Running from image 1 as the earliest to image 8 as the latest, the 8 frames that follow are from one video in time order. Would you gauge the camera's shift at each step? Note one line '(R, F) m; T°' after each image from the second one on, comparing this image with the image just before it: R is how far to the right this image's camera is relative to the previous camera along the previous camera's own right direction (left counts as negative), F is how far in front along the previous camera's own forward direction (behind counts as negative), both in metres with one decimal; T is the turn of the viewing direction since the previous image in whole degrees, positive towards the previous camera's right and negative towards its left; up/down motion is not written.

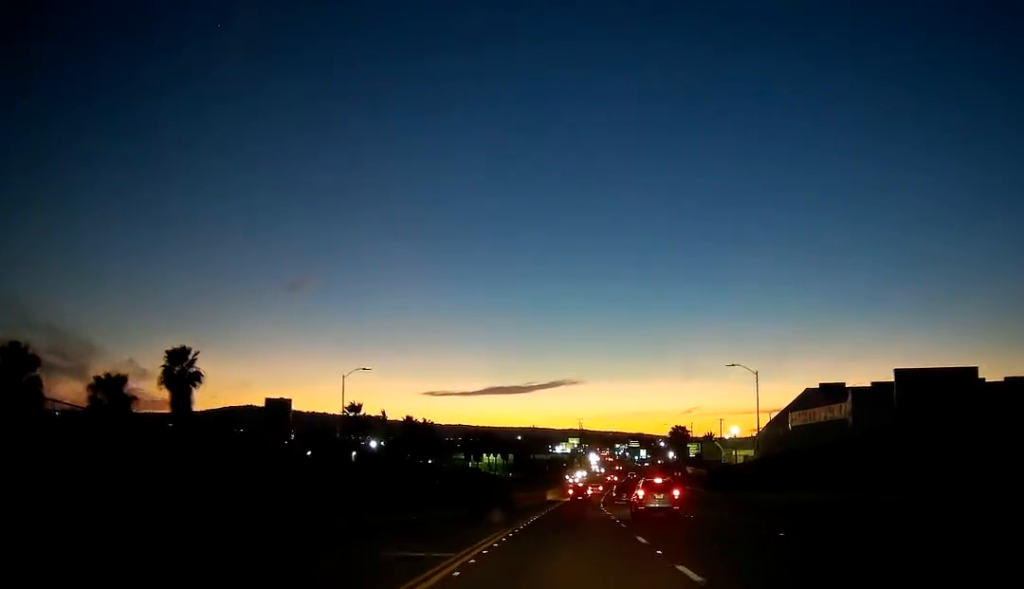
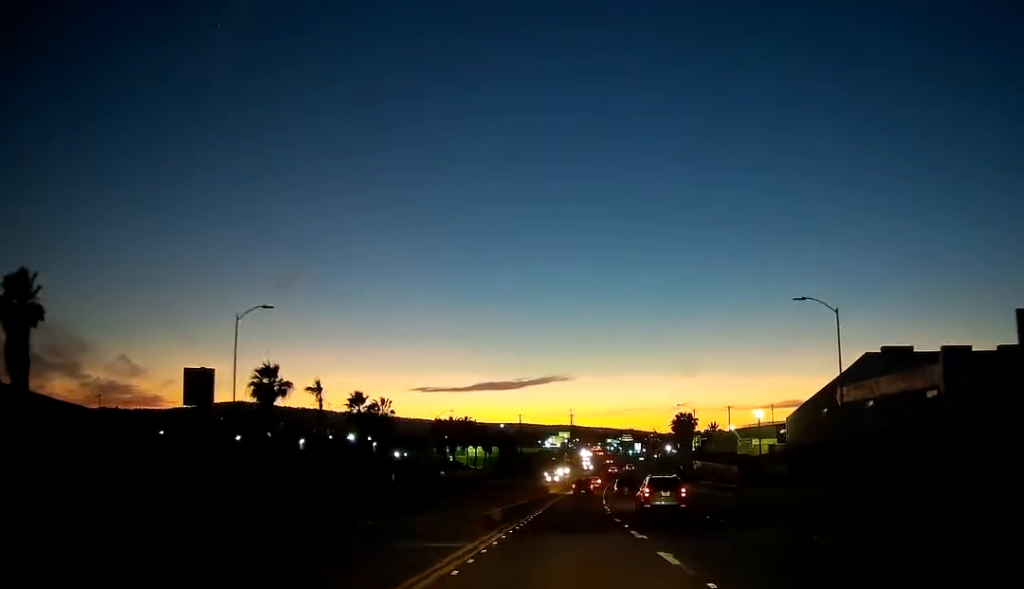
(+0.1, +20.0) m; +1°
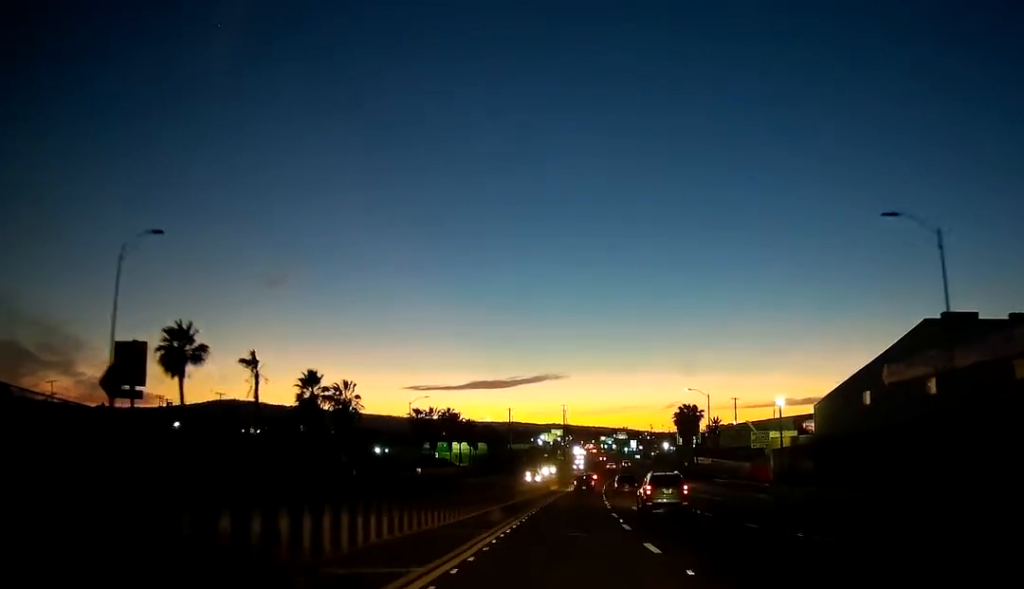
(0.0, +12.4) m; 0°
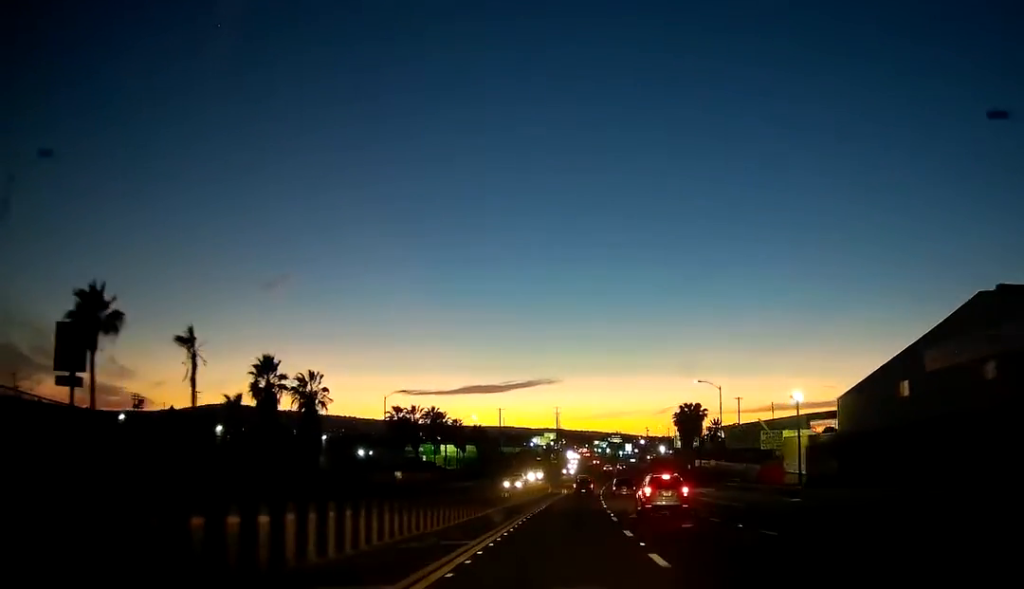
(0.0, +9.2) m; +1°
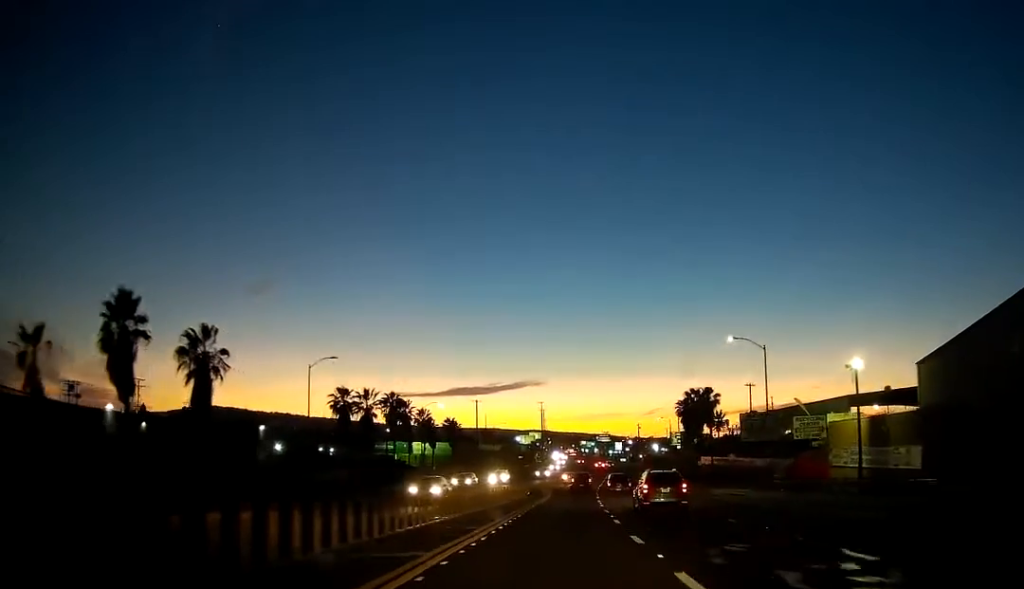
(+0.2, +19.1) m; +2°
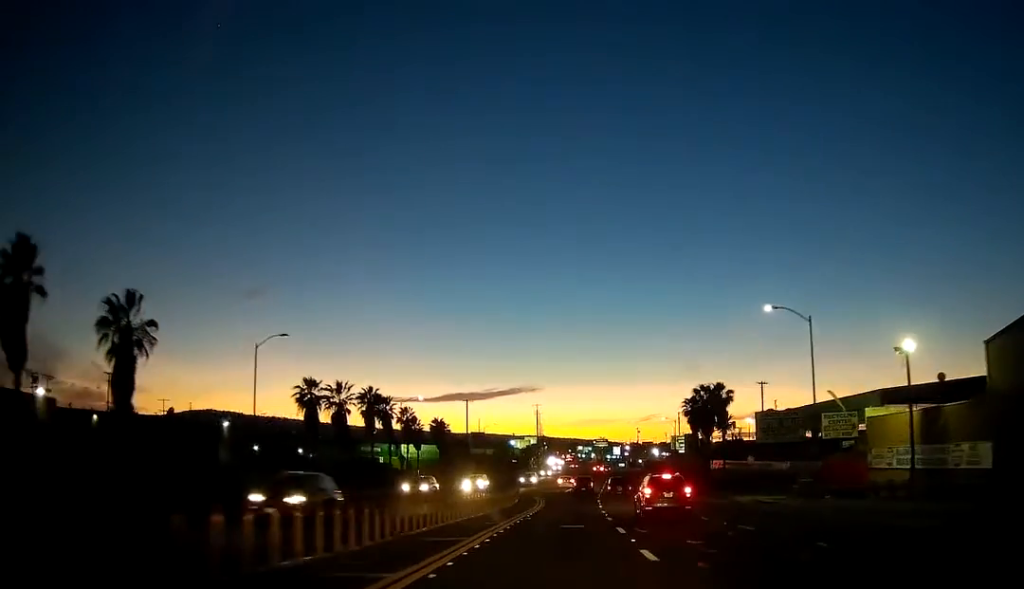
(+0.2, +9.2) m; +1°
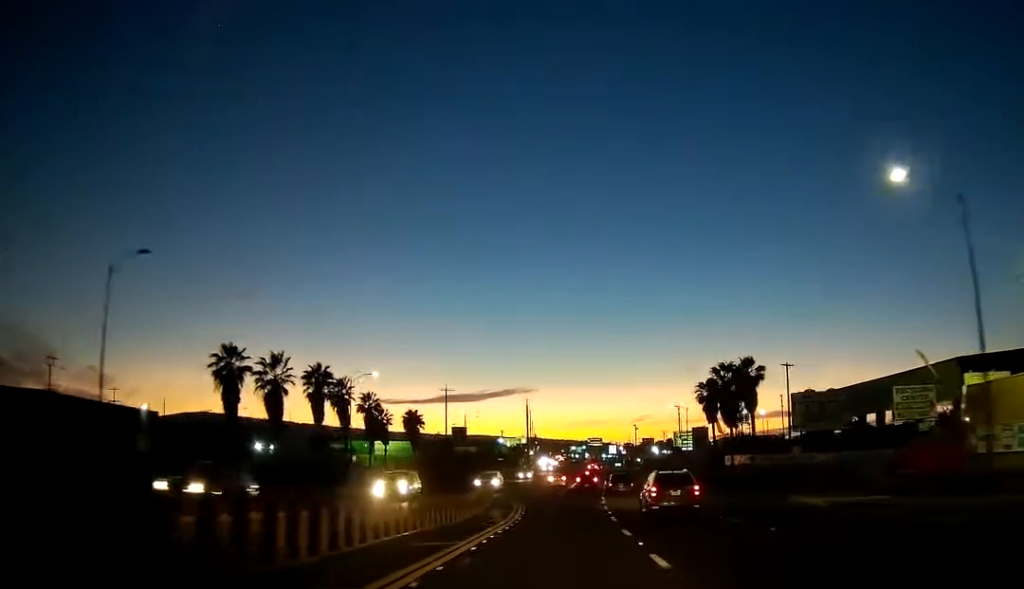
(+0.1, +16.5) m; 0°
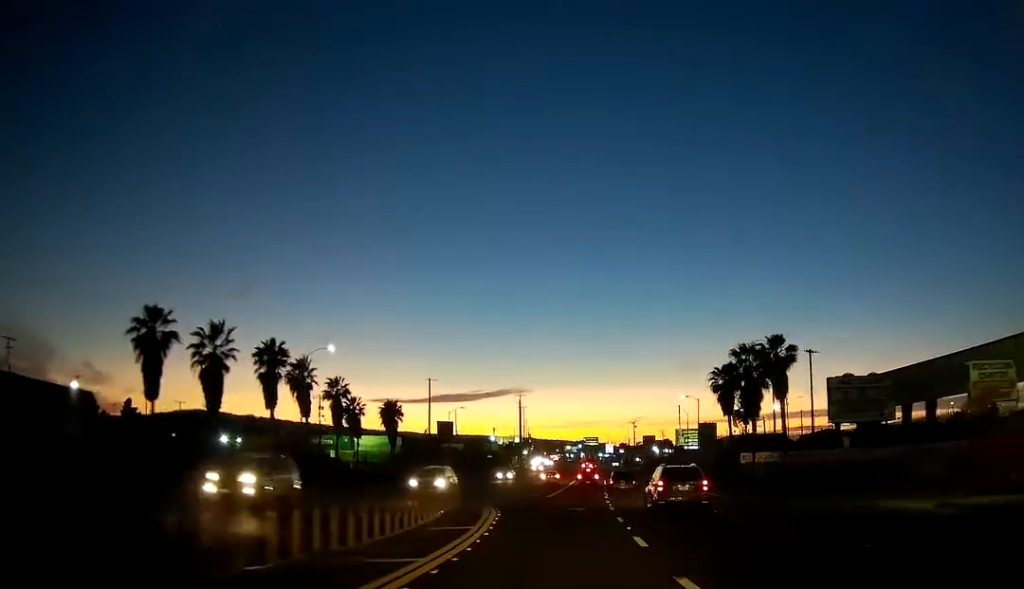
(0.0, +10.1) m; 0°
